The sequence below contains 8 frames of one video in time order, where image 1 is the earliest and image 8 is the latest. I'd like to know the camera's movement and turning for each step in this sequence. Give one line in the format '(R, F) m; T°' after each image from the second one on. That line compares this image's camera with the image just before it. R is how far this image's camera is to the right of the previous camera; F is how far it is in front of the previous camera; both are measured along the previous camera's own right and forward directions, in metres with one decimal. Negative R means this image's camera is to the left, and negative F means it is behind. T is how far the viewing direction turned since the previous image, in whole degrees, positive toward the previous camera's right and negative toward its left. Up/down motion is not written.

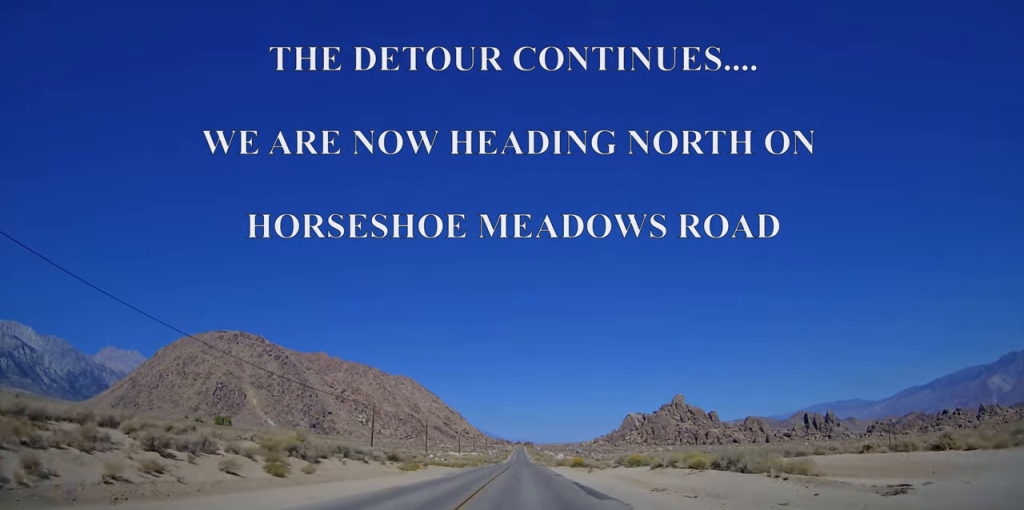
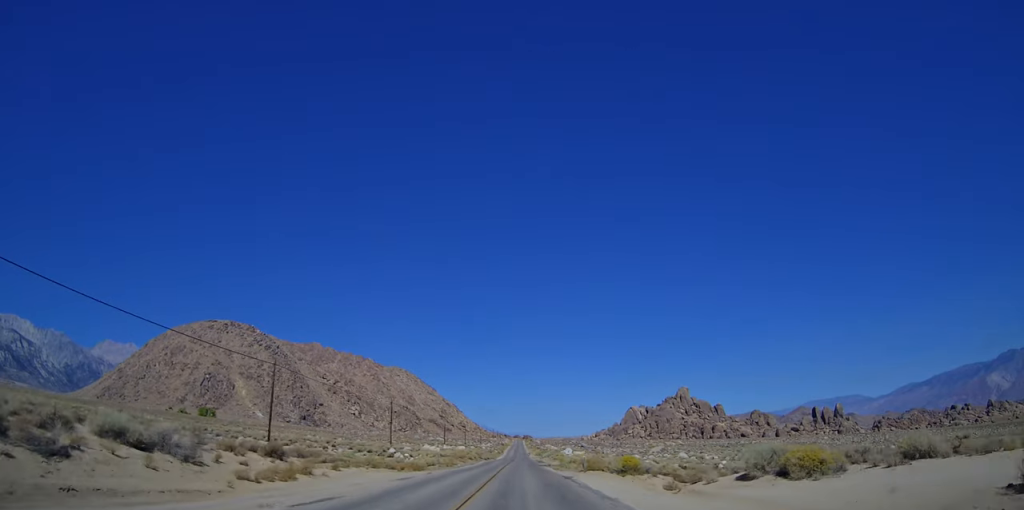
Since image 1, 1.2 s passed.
(+0.7, +26.0) m; 0°
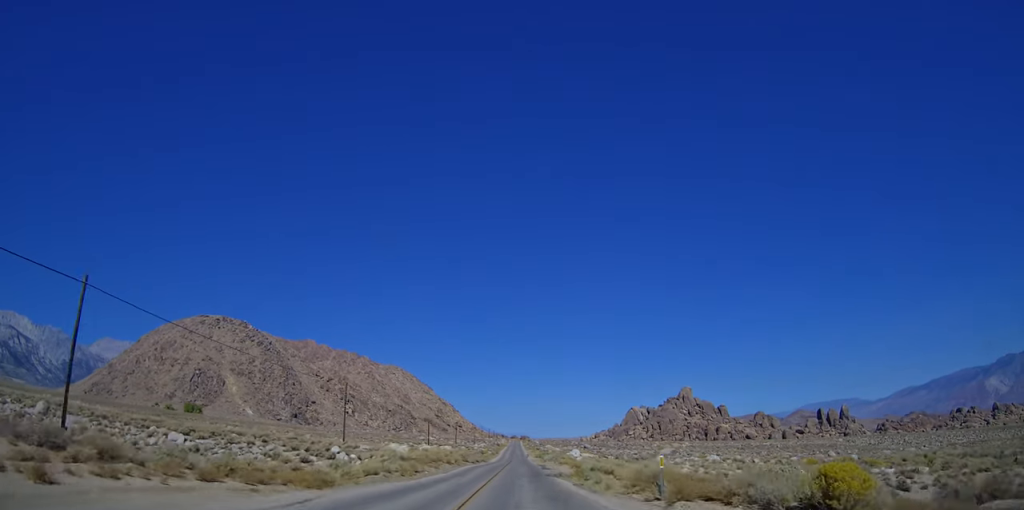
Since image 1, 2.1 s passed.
(-0.7, +18.3) m; 0°
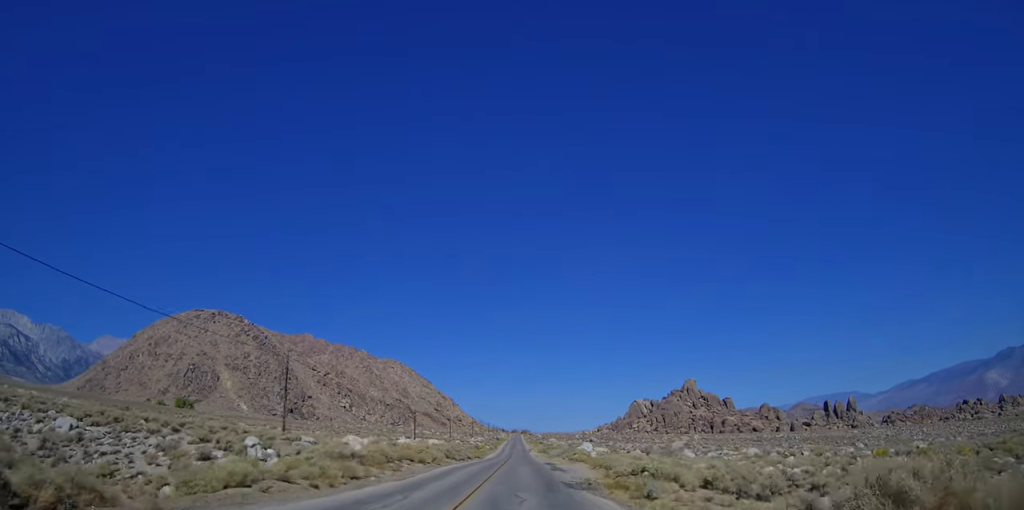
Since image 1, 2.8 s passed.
(+0.4, +14.6) m; 0°
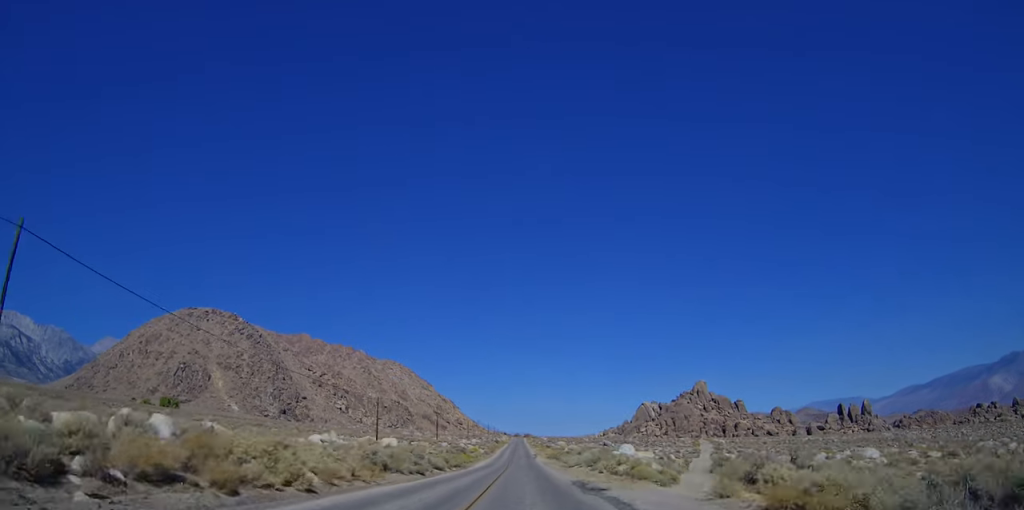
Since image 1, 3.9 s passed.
(-0.1, +26.5) m; -1°
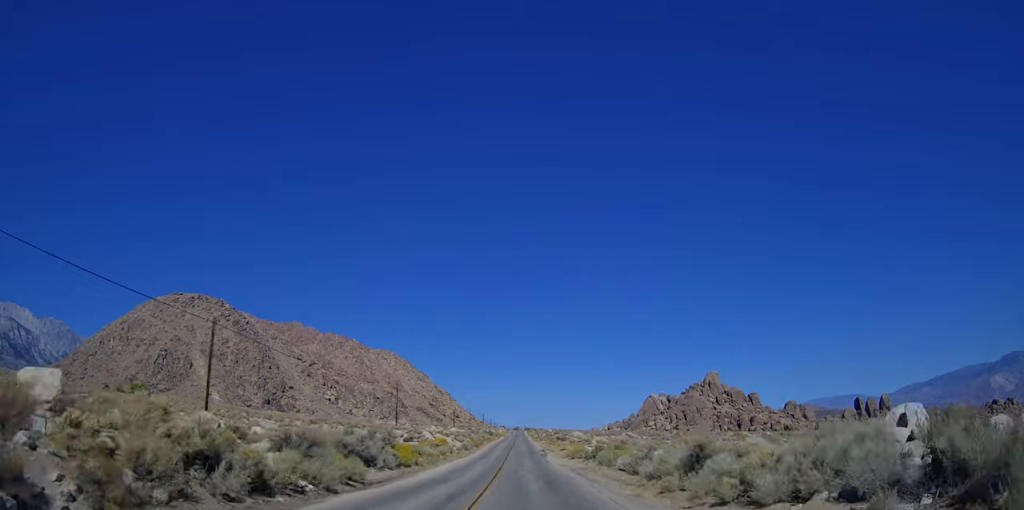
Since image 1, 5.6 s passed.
(+0.5, +39.4) m; +2°
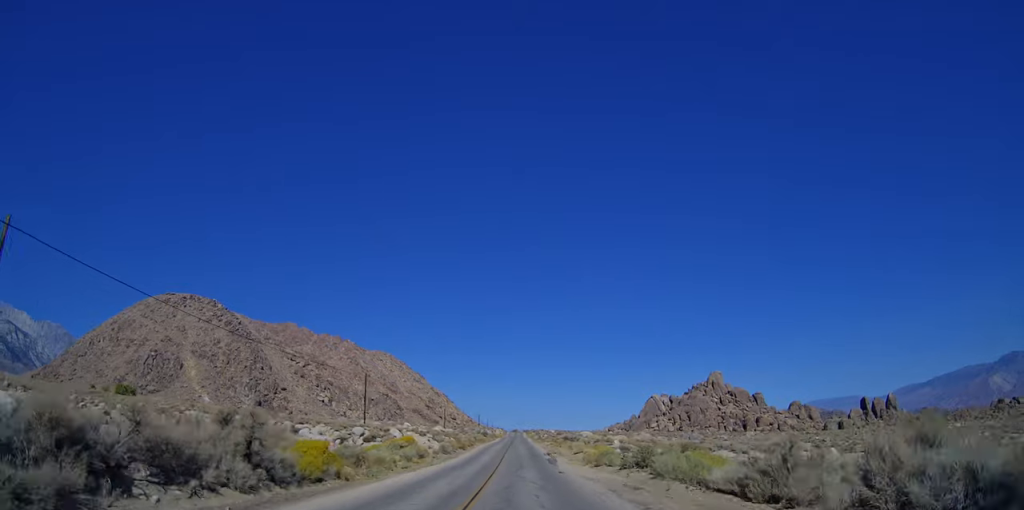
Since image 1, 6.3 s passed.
(+0.3, +16.2) m; 0°
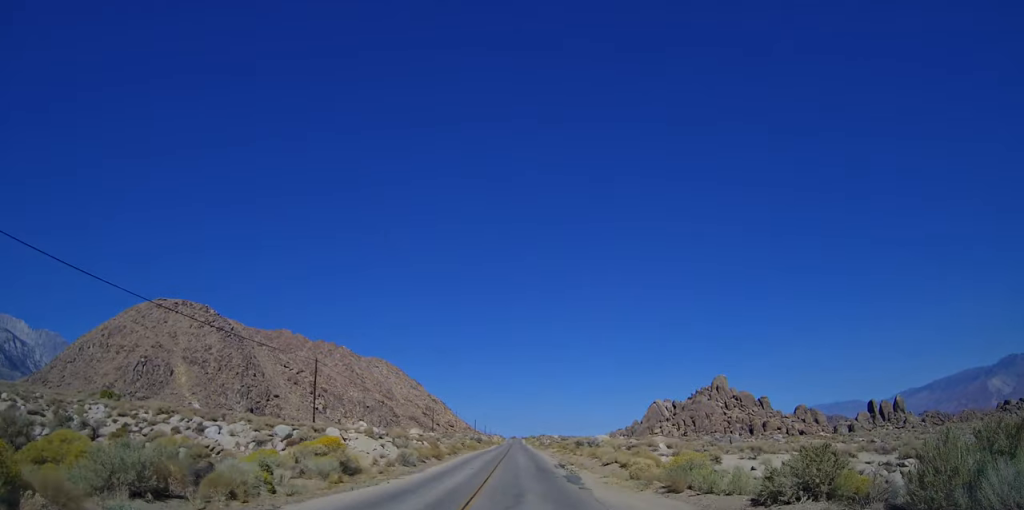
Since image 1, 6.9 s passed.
(-0.3, +16.7) m; -1°
